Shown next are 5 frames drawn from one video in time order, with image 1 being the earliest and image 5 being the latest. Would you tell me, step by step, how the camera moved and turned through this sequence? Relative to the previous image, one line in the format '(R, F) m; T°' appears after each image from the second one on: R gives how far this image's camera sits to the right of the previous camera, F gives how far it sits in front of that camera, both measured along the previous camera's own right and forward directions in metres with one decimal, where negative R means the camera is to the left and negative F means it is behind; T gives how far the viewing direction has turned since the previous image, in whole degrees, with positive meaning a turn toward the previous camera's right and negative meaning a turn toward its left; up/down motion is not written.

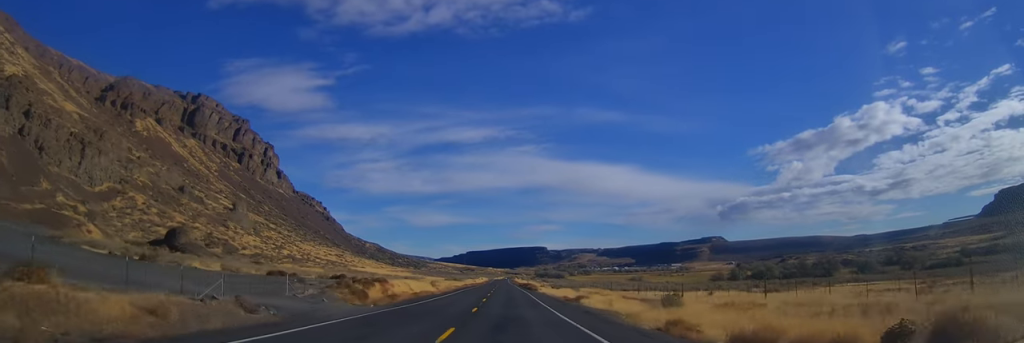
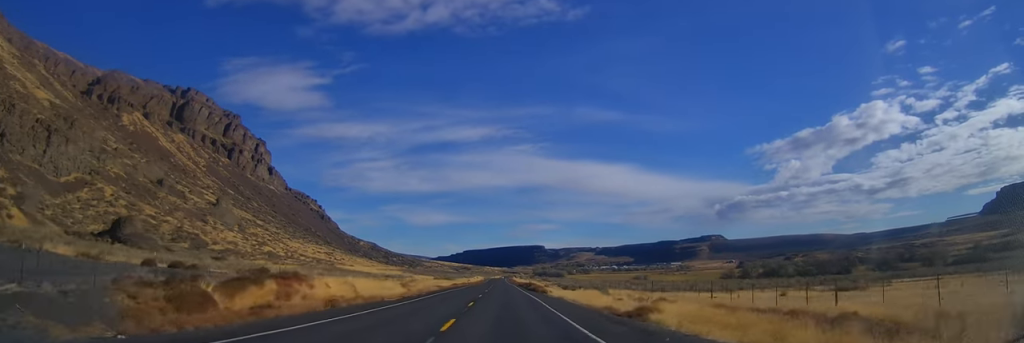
(0.0, +22.4) m; 0°
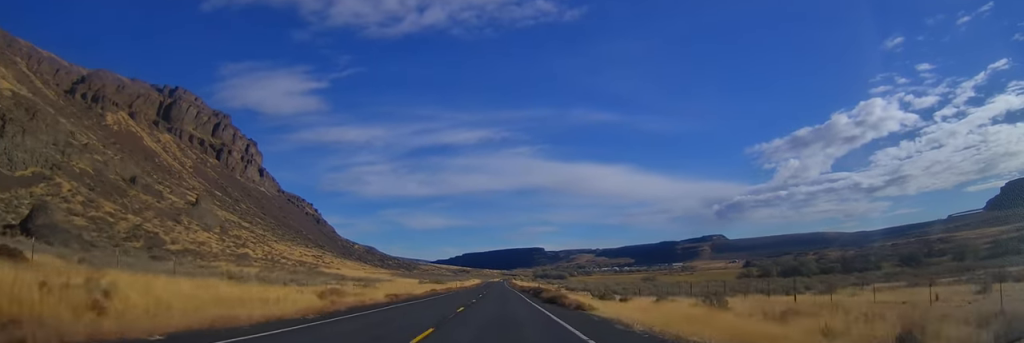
(+0.1, +27.2) m; 0°
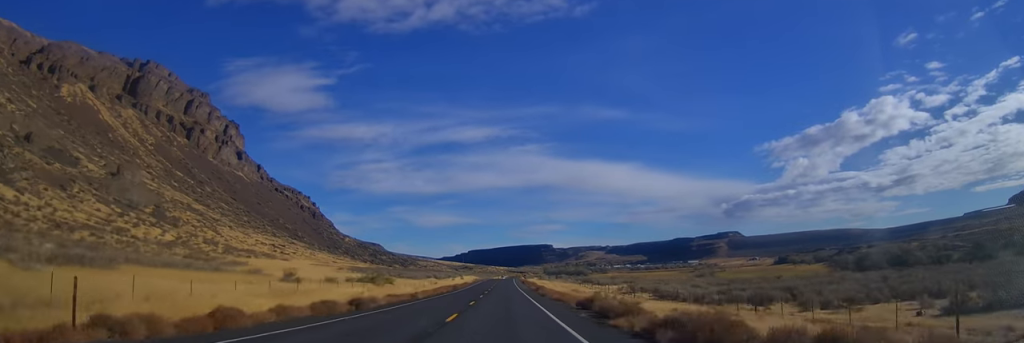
(-1.0, +91.0) m; 0°
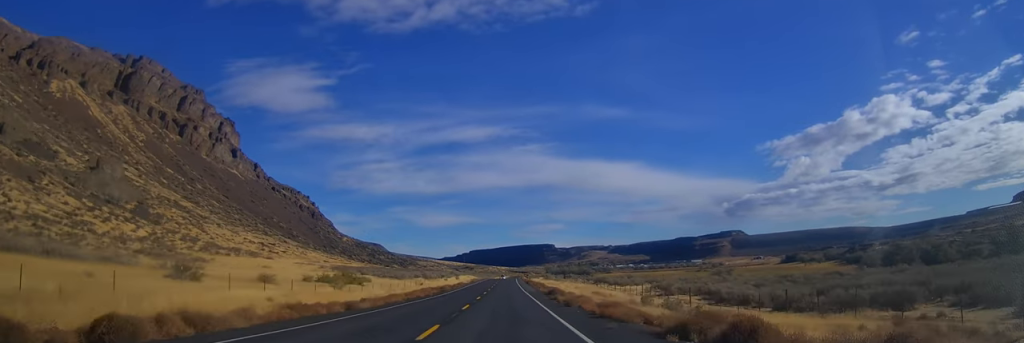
(+0.2, +18.4) m; 0°
